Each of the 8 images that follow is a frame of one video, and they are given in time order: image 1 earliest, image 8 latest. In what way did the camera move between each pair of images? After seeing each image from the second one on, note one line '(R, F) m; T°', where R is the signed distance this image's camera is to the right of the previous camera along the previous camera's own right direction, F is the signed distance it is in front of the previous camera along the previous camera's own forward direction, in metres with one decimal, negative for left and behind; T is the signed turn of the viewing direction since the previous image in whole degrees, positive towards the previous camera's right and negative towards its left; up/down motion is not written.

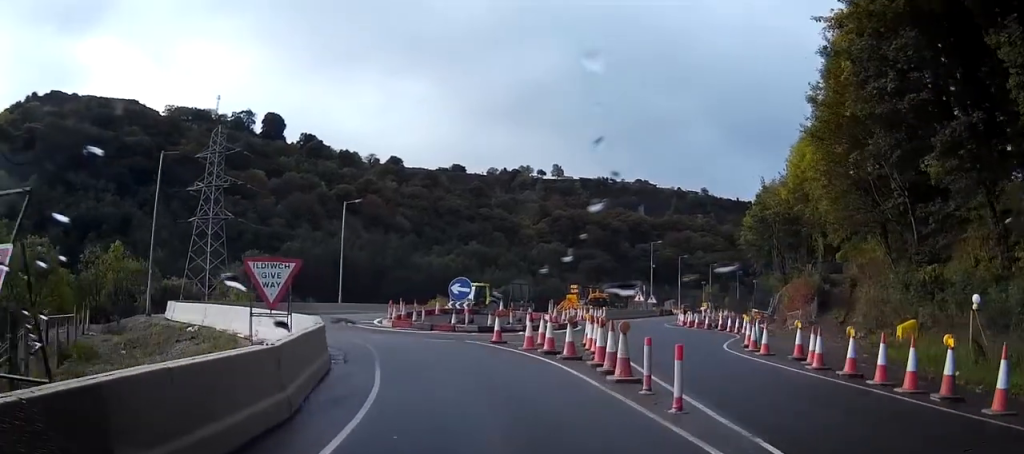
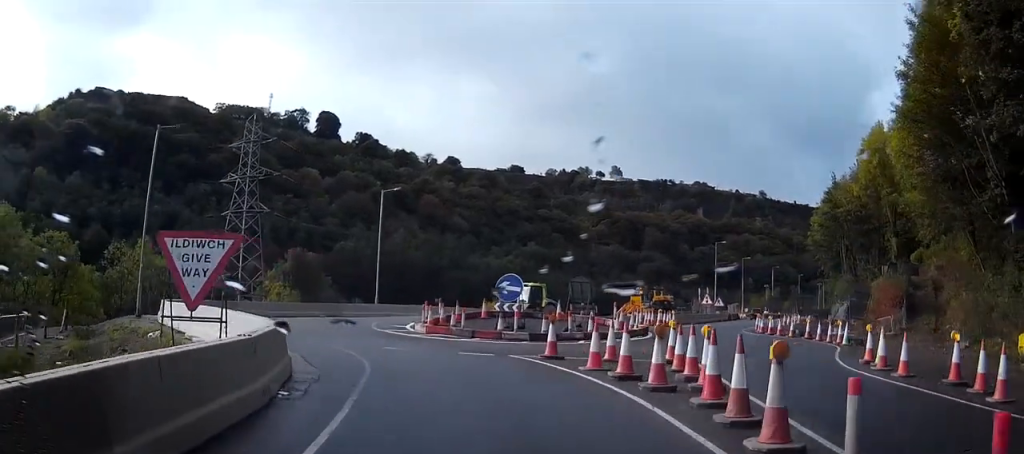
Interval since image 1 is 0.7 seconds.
(-0.4, +6.2) m; -6°
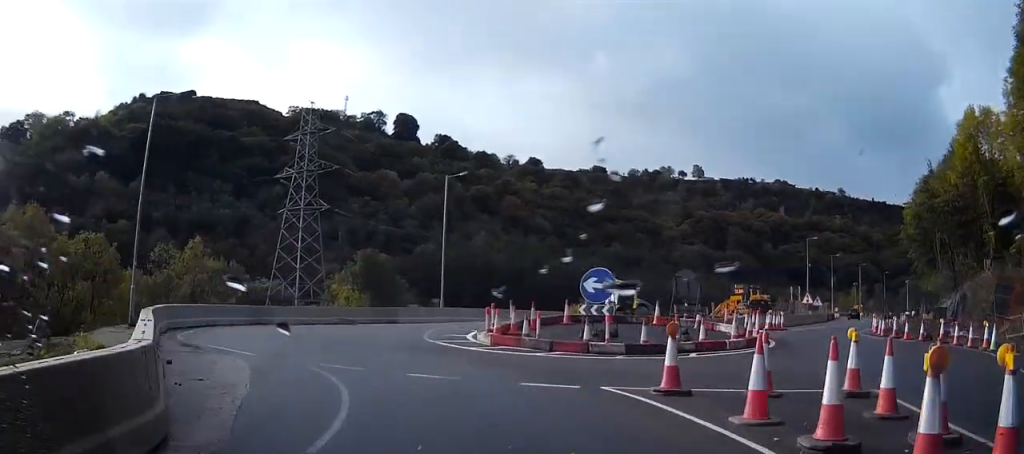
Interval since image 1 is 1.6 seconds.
(-0.4, +6.9) m; -9°
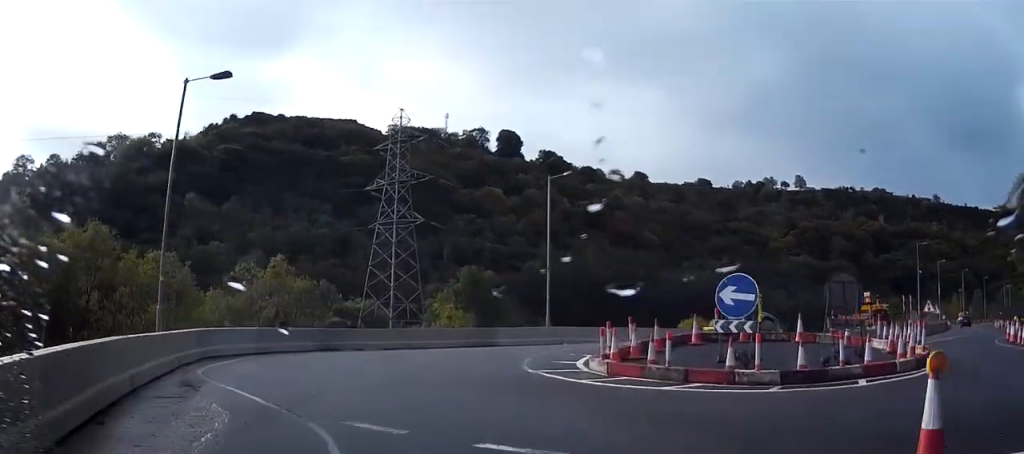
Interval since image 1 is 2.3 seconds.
(-0.5, +5.2) m; -9°
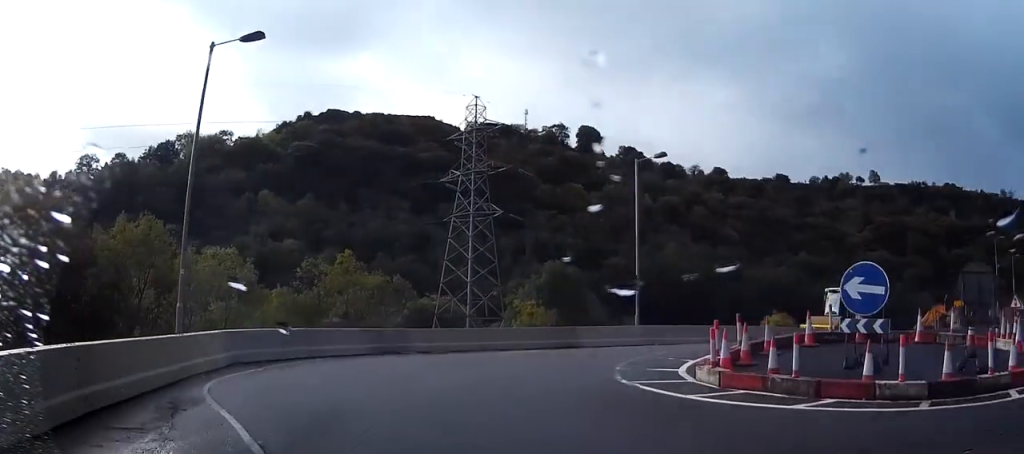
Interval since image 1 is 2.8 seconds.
(-0.1, +3.7) m; -7°
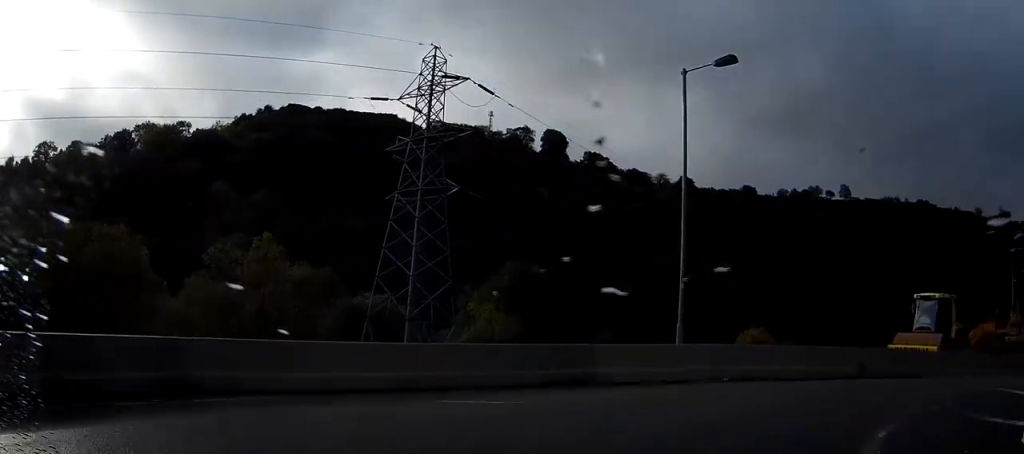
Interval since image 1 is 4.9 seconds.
(-1.2, +14.3) m; +3°
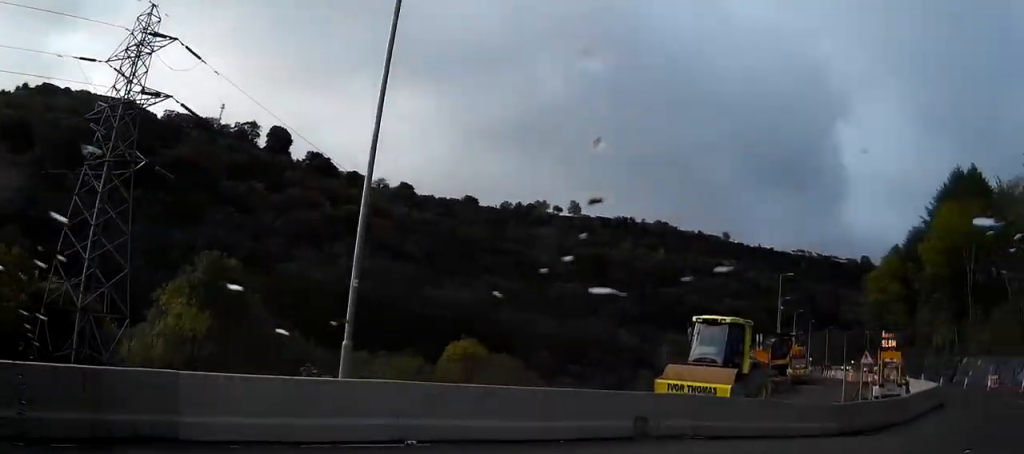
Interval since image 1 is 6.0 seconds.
(+1.1, +6.7) m; +24°
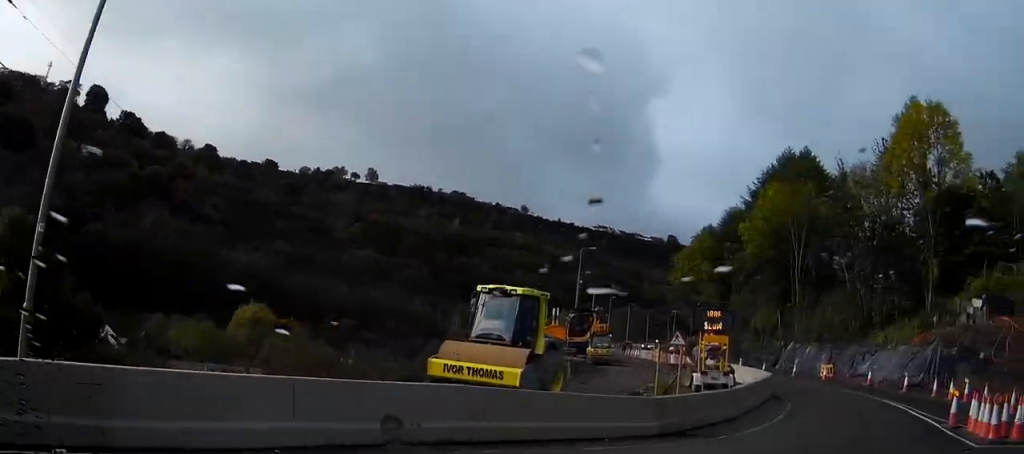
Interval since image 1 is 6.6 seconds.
(+0.5, +3.2) m; +18°
